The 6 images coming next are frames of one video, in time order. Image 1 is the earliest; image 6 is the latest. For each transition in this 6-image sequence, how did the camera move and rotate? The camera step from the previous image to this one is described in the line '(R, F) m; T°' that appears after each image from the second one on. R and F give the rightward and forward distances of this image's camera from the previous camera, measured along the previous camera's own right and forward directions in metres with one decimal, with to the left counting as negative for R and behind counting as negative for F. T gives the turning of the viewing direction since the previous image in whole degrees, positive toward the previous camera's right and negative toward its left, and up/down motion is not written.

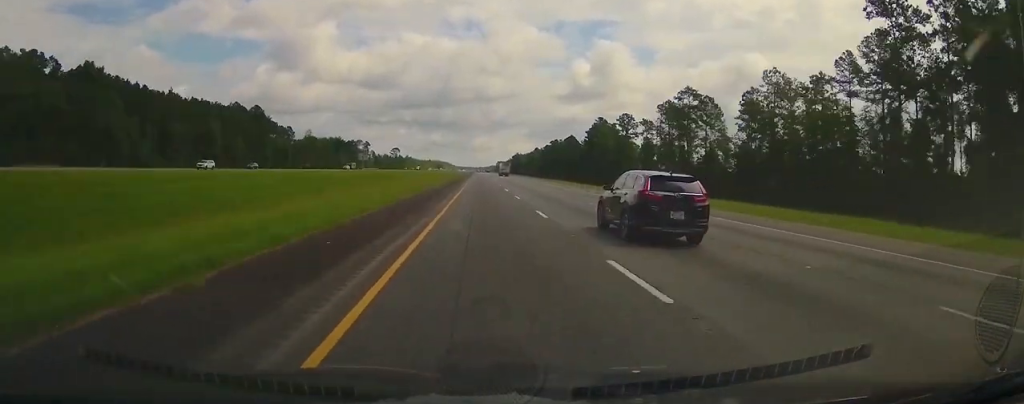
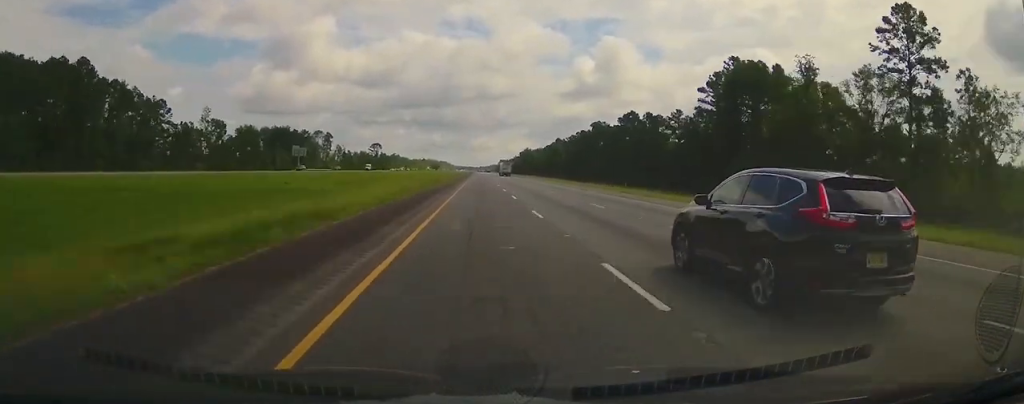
(+0.4, +124.4) m; 0°
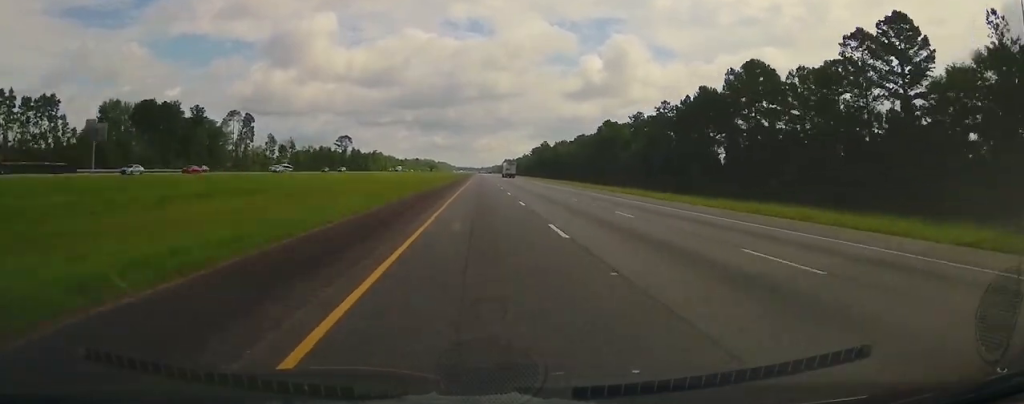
(-0.1, +129.3) m; 0°
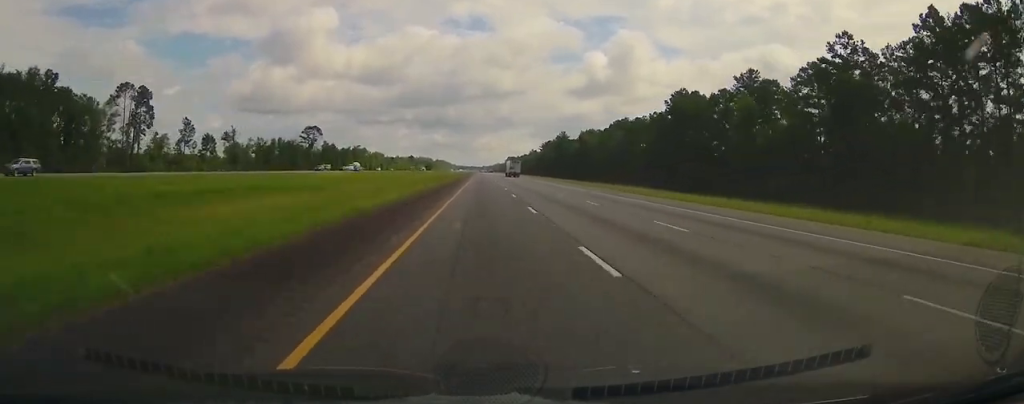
(-0.2, +78.8) m; 0°
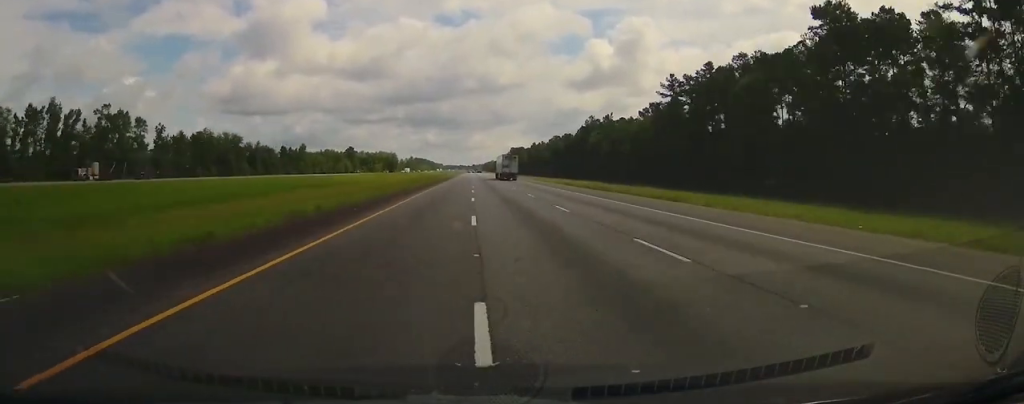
(+3.1, +310.8) m; +1°
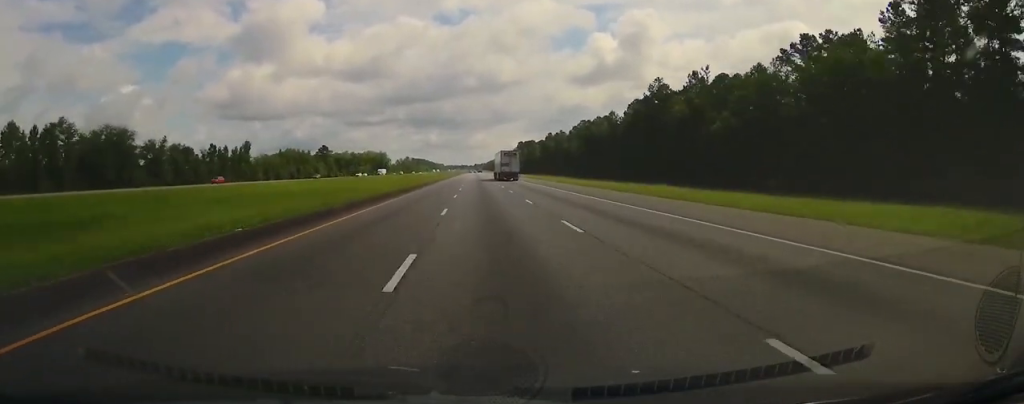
(0.0, +80.7) m; 0°
